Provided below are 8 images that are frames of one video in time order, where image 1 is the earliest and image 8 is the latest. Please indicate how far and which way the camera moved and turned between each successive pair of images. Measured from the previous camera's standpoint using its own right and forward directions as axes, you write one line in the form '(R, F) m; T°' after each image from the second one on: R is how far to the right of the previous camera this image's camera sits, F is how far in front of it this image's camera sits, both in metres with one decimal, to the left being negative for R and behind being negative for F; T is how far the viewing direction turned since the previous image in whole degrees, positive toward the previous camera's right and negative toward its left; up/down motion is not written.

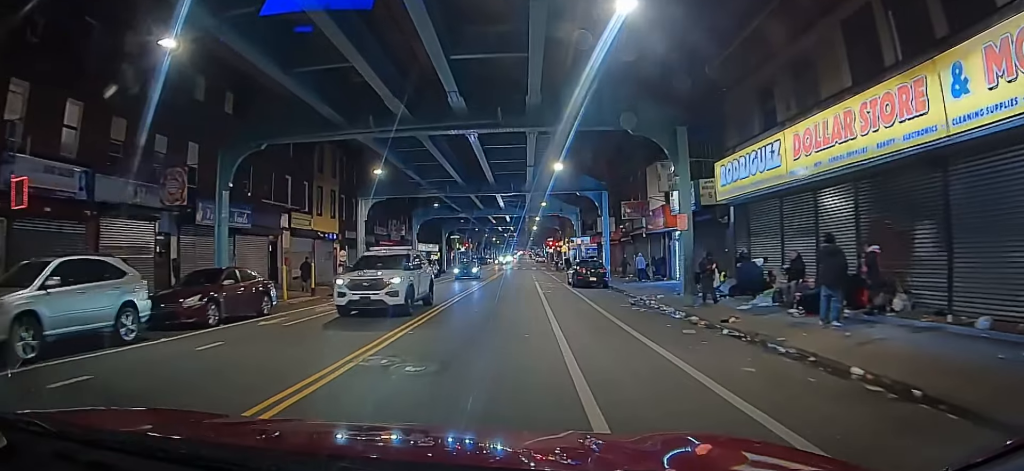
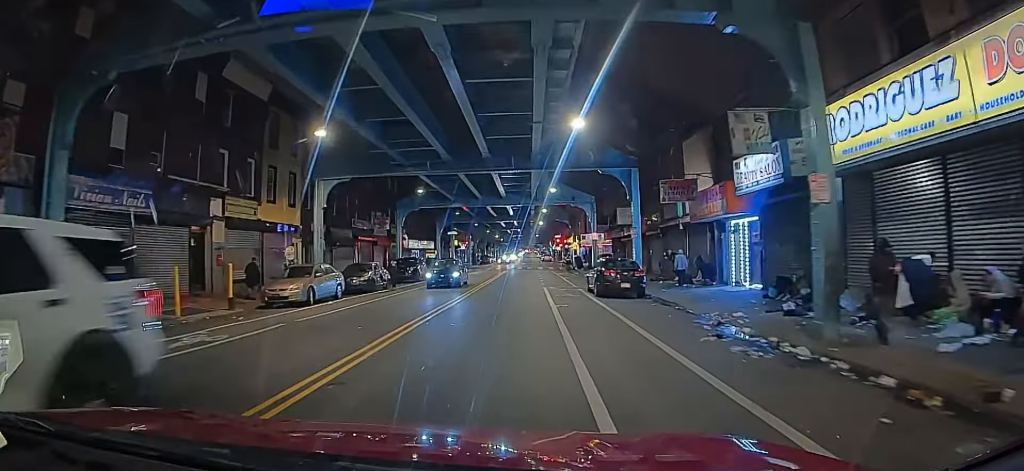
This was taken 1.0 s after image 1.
(0.0, +11.1) m; -1°
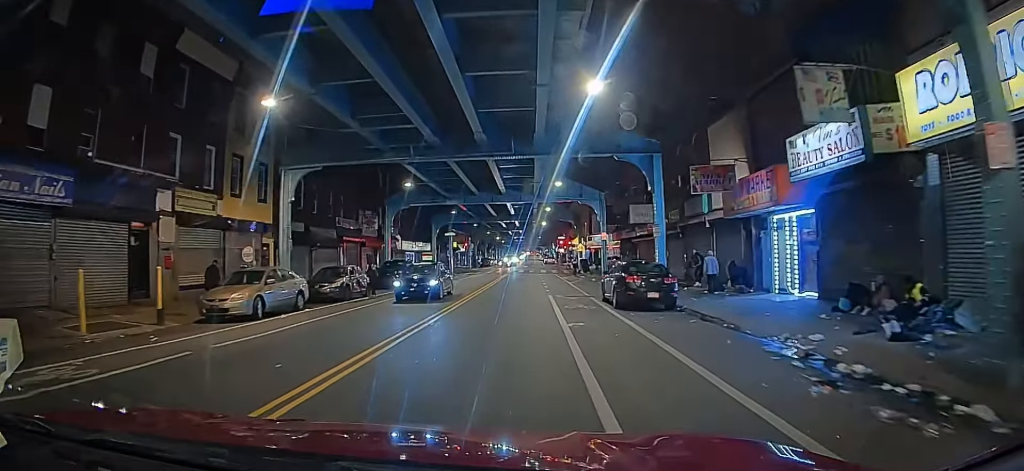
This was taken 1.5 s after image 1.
(0.0, +5.6) m; 0°
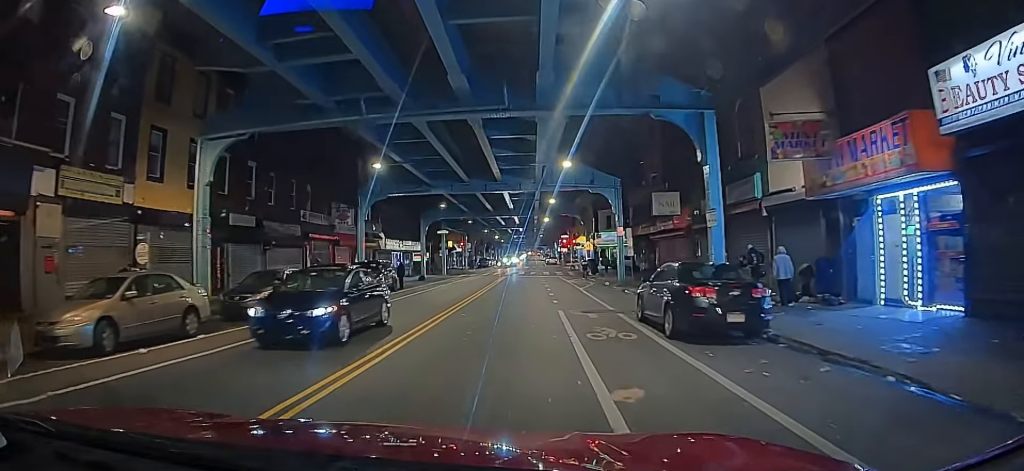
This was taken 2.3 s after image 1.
(-0.2, +9.0) m; -1°
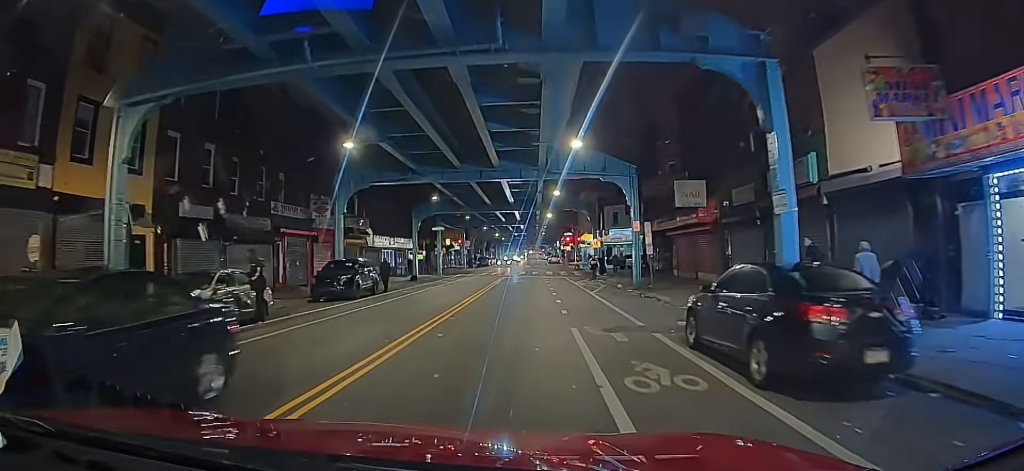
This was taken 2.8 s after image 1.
(0.0, +5.9) m; +1°
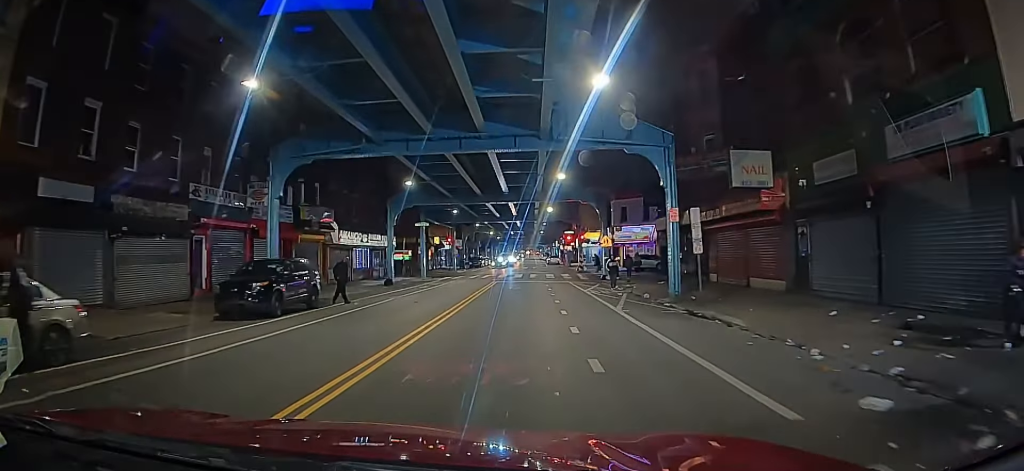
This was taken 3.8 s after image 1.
(+0.1, +11.0) m; +1°
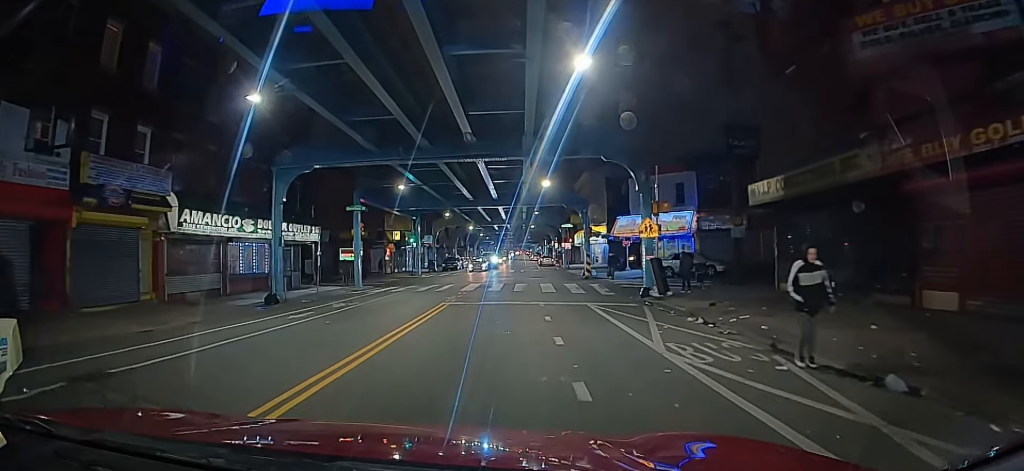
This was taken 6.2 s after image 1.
(-0.5, +21.8) m; -3°
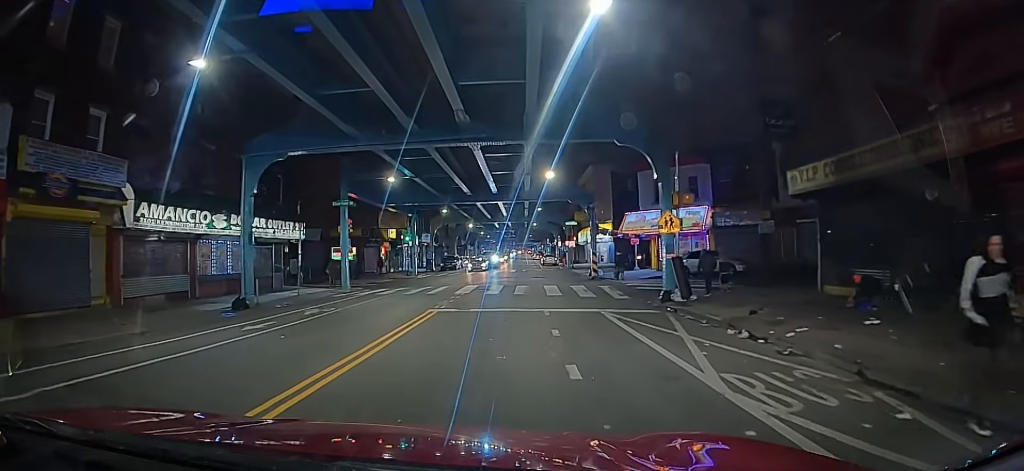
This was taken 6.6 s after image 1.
(0.0, +3.5) m; 0°
